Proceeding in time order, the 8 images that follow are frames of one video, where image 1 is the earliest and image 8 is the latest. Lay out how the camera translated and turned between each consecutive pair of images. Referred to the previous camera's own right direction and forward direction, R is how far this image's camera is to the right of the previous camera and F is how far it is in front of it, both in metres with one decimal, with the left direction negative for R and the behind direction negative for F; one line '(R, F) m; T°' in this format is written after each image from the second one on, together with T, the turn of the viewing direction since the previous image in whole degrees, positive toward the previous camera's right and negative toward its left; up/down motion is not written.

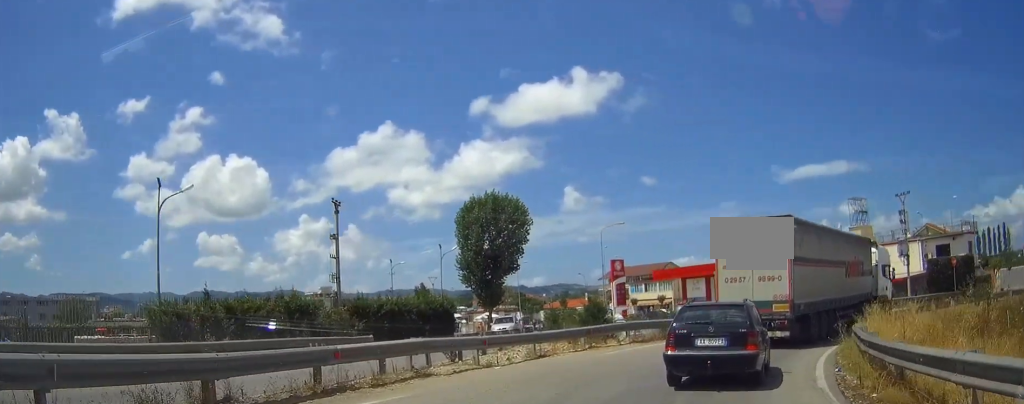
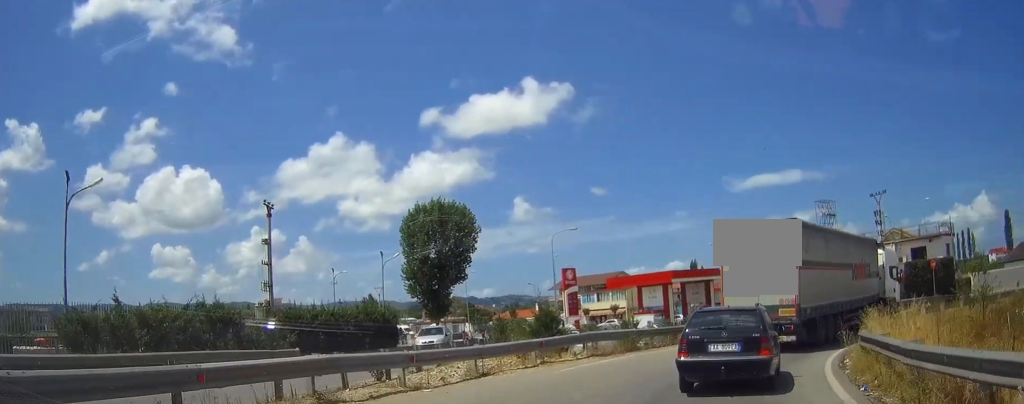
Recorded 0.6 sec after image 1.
(+0.3, +3.4) m; +8°
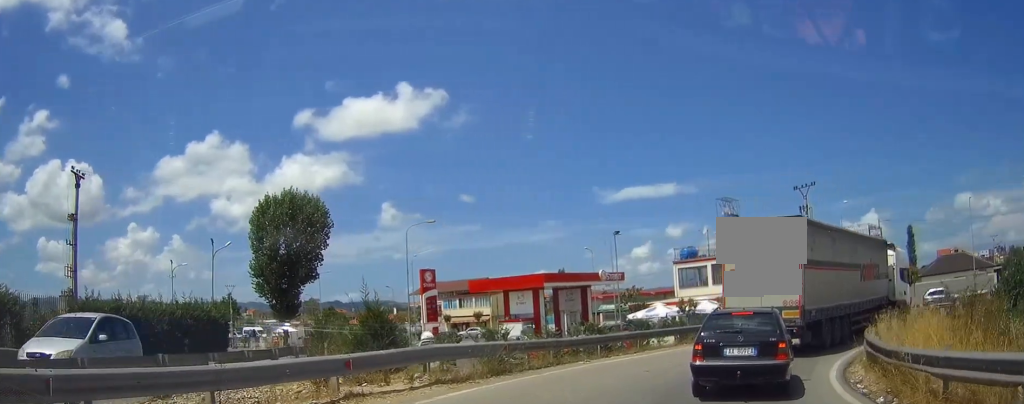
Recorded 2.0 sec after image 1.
(+1.1, +8.0) m; +12°
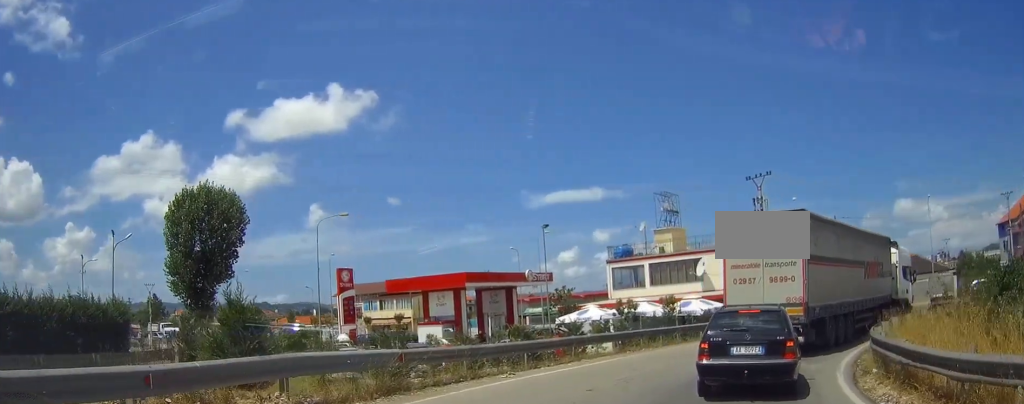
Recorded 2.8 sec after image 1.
(0.0, +4.3) m; +5°
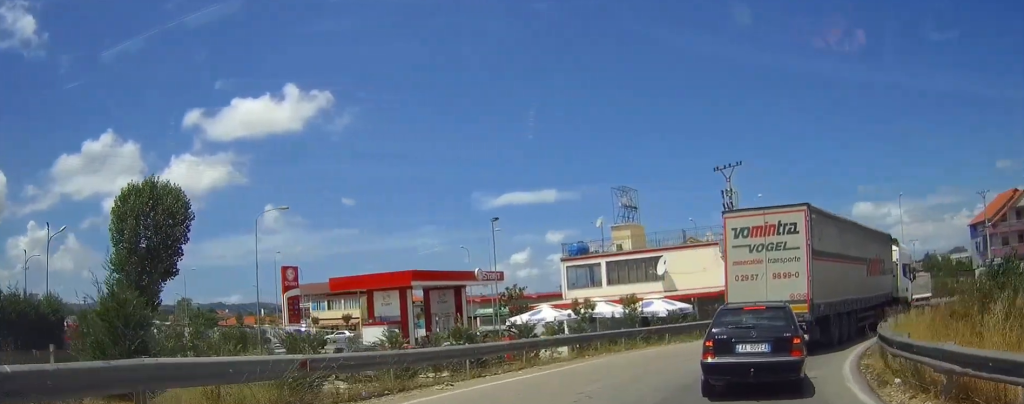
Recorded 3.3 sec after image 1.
(+0.2, +2.7) m; +3°
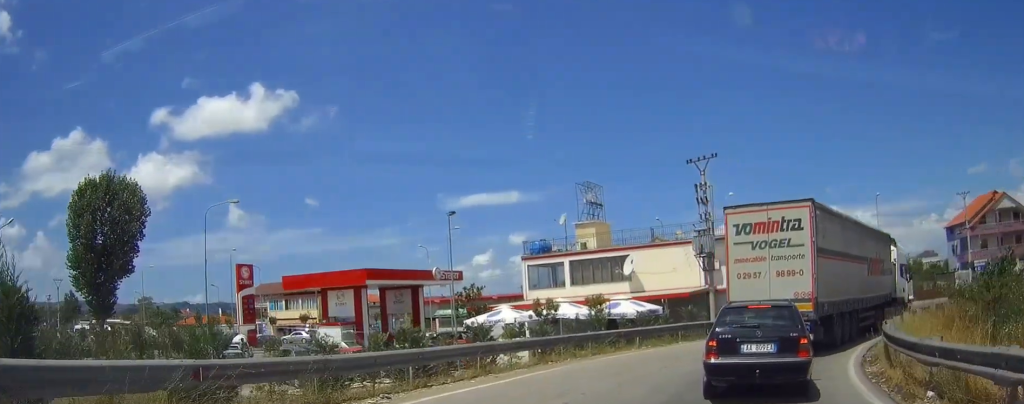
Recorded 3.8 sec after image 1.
(+0.1, +2.2) m; +2°
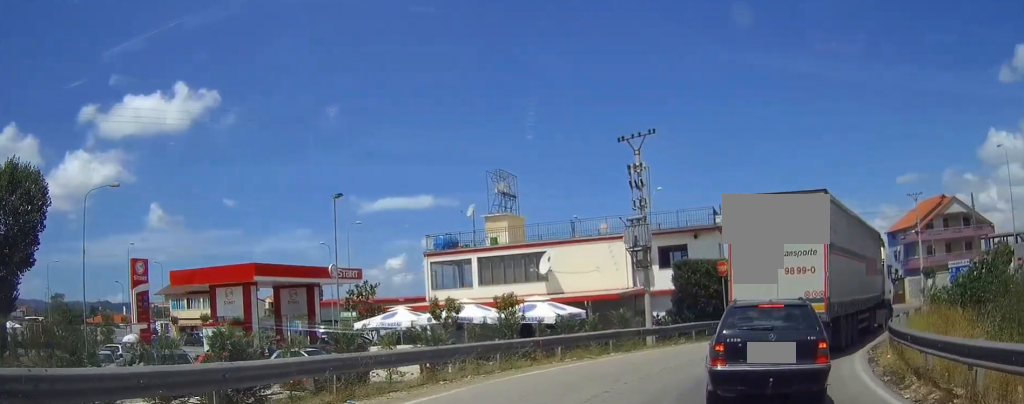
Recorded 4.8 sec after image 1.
(+0.1, +5.2) m; +4°
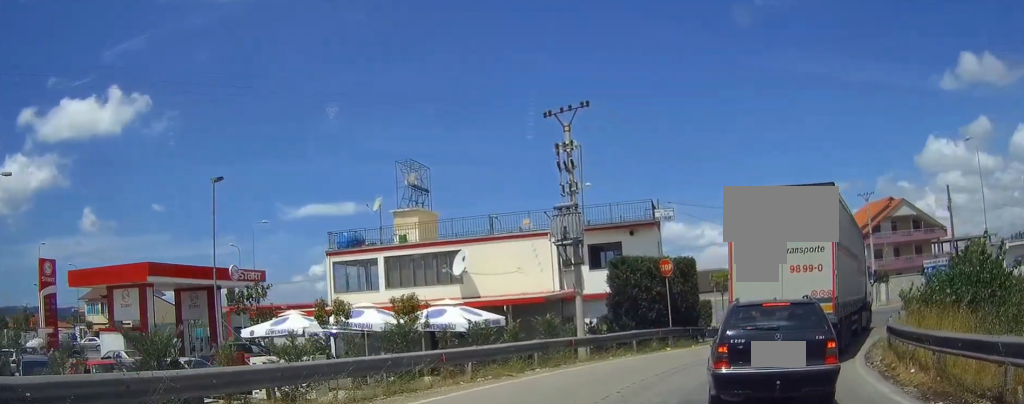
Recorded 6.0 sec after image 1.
(+0.2, +5.0) m; +2°
